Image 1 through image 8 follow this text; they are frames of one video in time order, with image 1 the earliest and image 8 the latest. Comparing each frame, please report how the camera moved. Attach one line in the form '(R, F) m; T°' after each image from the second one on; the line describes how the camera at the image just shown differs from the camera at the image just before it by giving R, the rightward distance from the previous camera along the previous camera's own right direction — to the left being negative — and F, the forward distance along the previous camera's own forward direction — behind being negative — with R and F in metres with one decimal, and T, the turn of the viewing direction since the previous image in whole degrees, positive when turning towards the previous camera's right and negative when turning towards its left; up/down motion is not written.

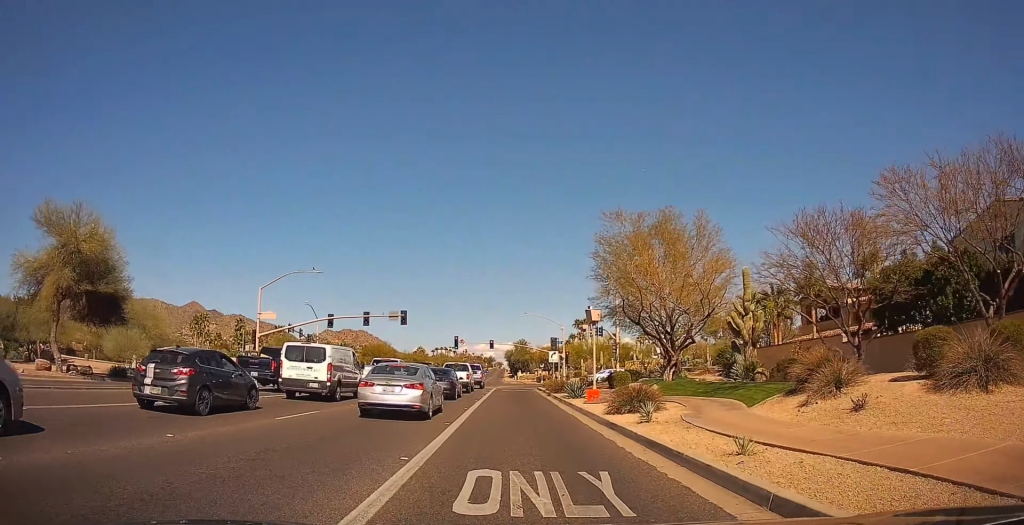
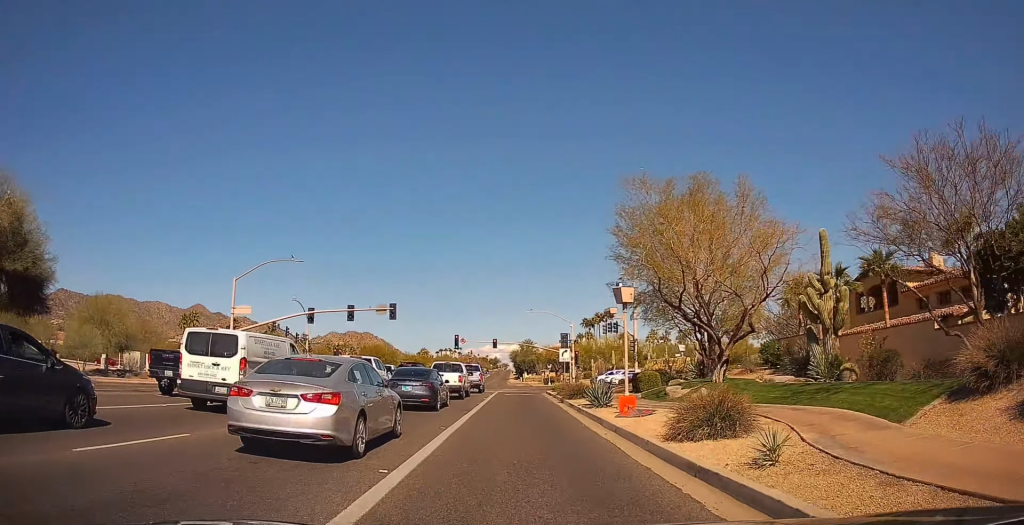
(+0.4, +6.9) m; +3°
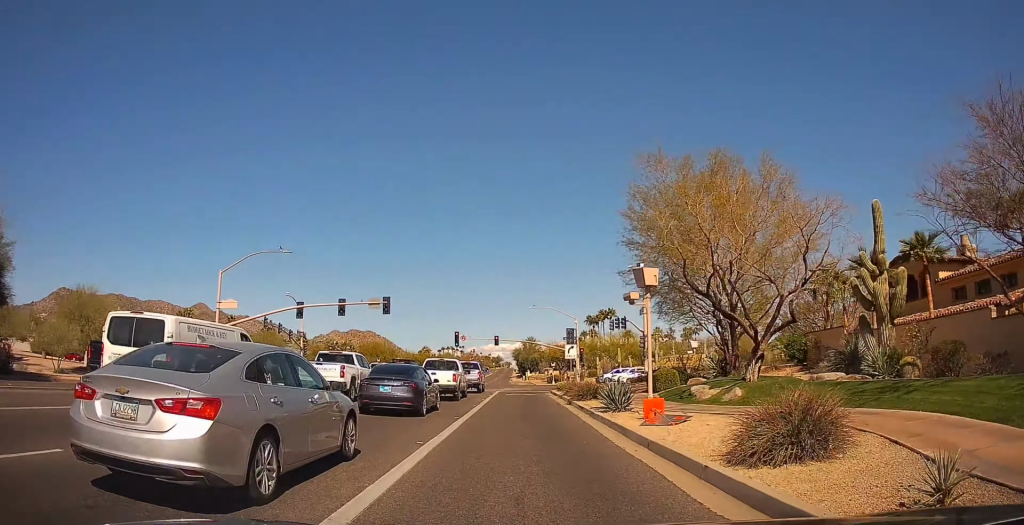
(0.0, +3.3) m; -1°
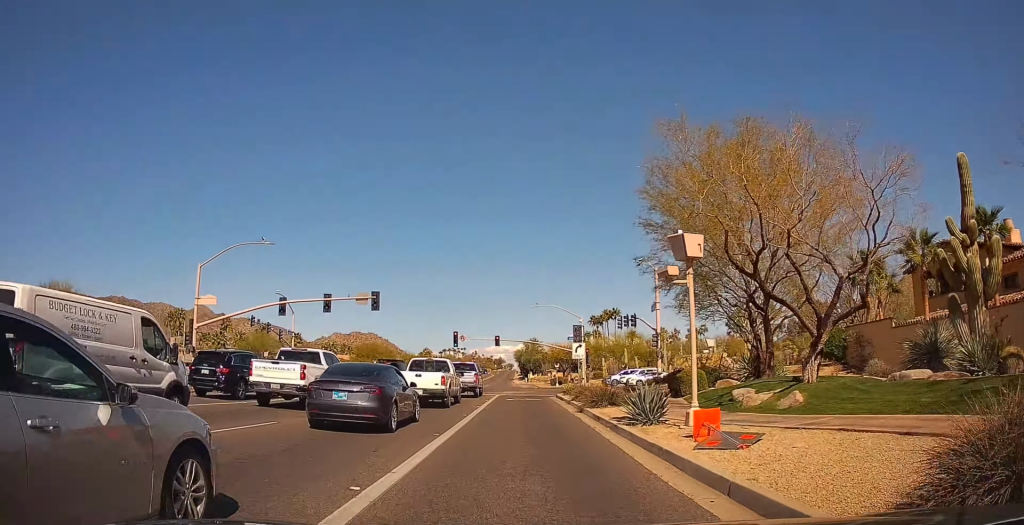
(+0.1, +4.3) m; -2°
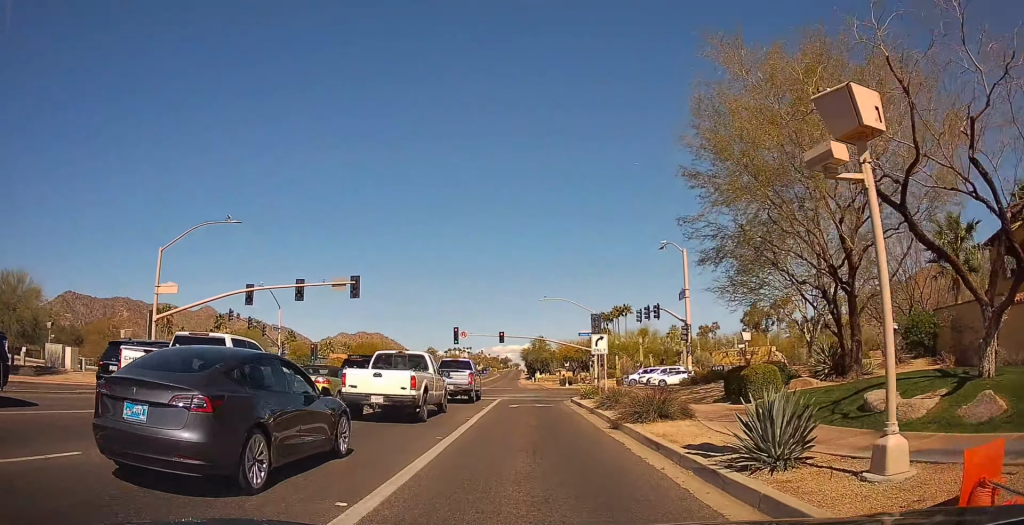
(-0.4, +6.8) m; -4°
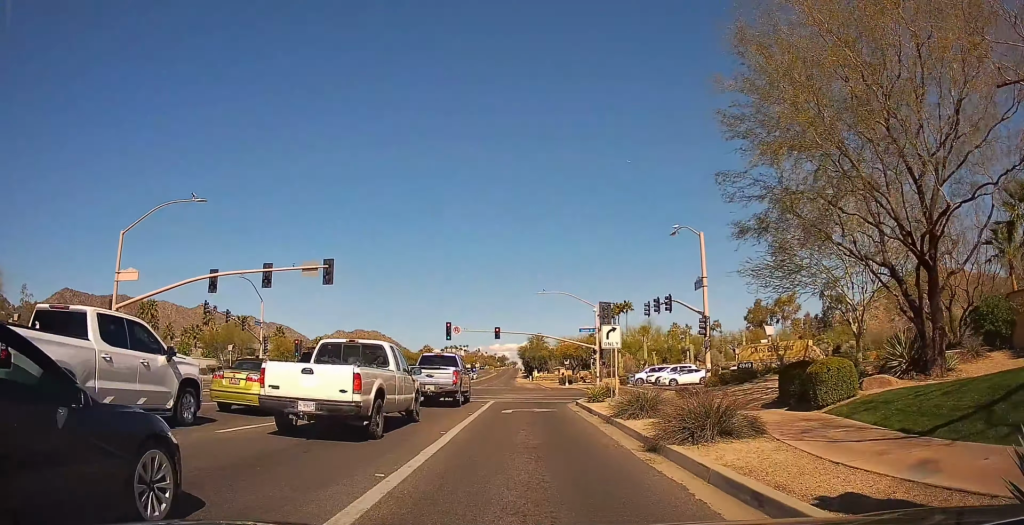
(0.0, +4.6) m; 0°
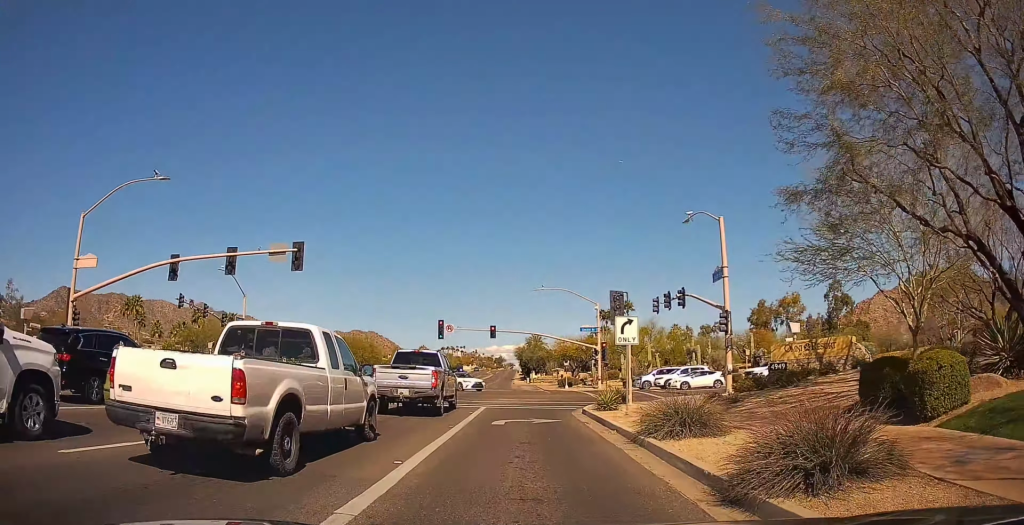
(0.0, +4.2) m; +2°
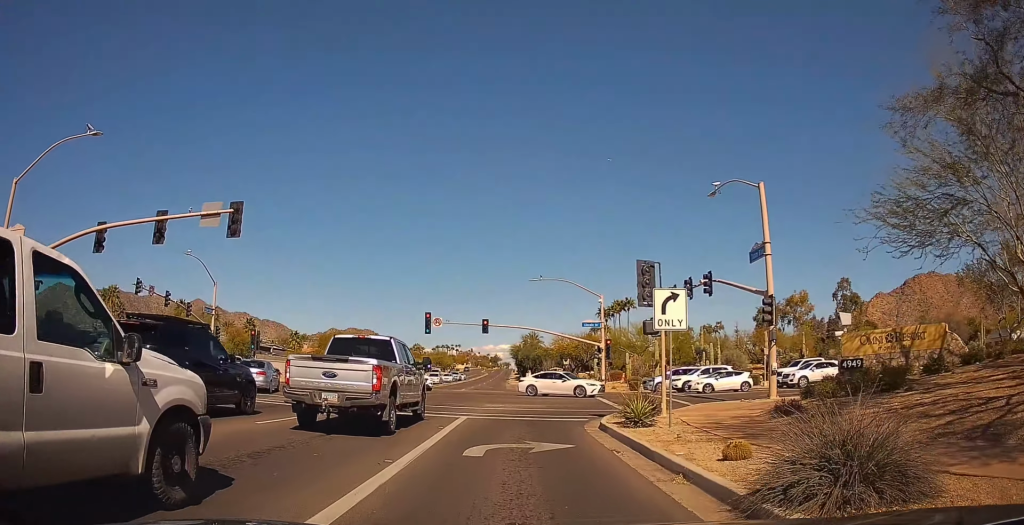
(+0.3, +6.2) m; +3°
